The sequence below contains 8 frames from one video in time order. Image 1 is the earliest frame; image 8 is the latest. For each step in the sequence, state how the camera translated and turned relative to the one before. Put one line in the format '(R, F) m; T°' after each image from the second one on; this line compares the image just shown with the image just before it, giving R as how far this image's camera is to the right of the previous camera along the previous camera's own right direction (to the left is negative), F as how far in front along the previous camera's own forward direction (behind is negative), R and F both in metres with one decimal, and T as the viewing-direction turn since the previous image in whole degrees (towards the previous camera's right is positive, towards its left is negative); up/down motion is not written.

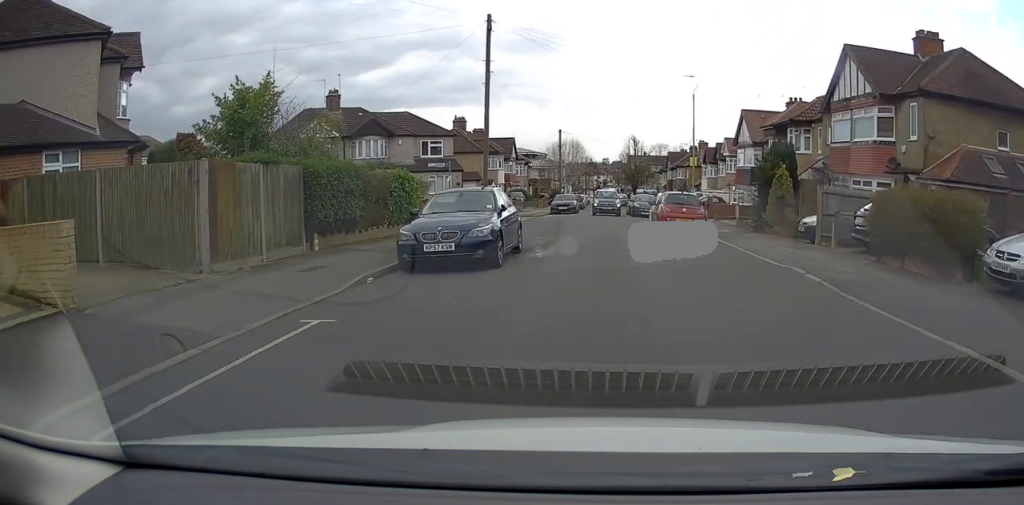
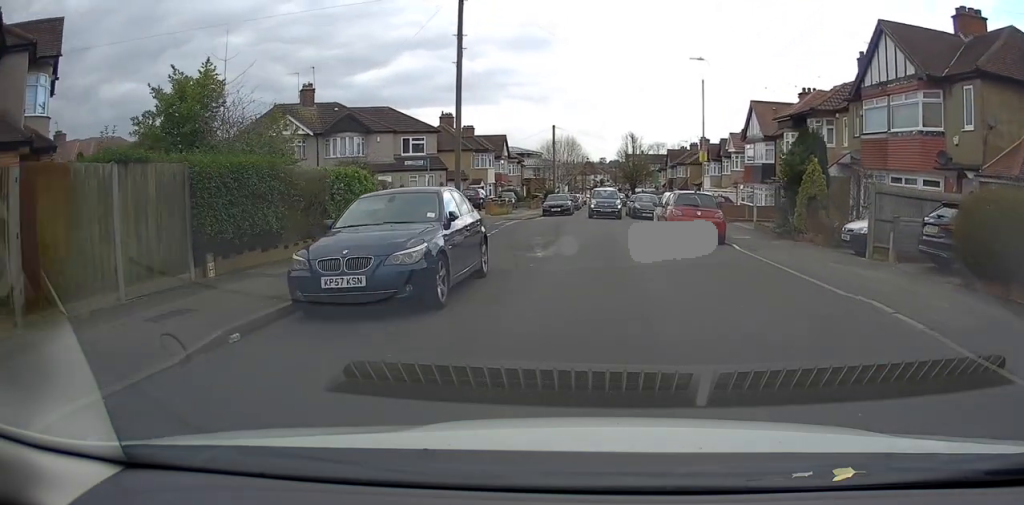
(-0.3, +4.0) m; -5°
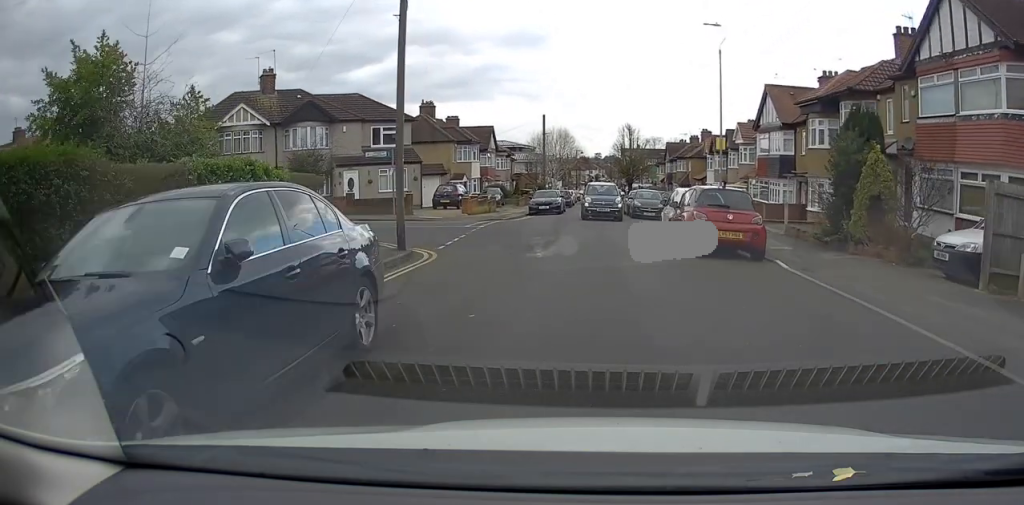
(0.0, +5.3) m; +3°
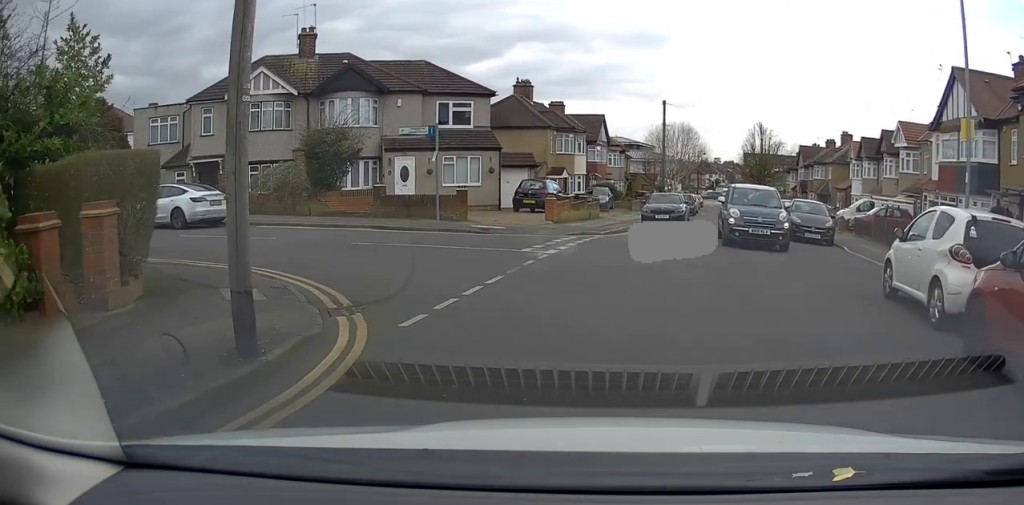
(-0.4, +9.9) m; -9°
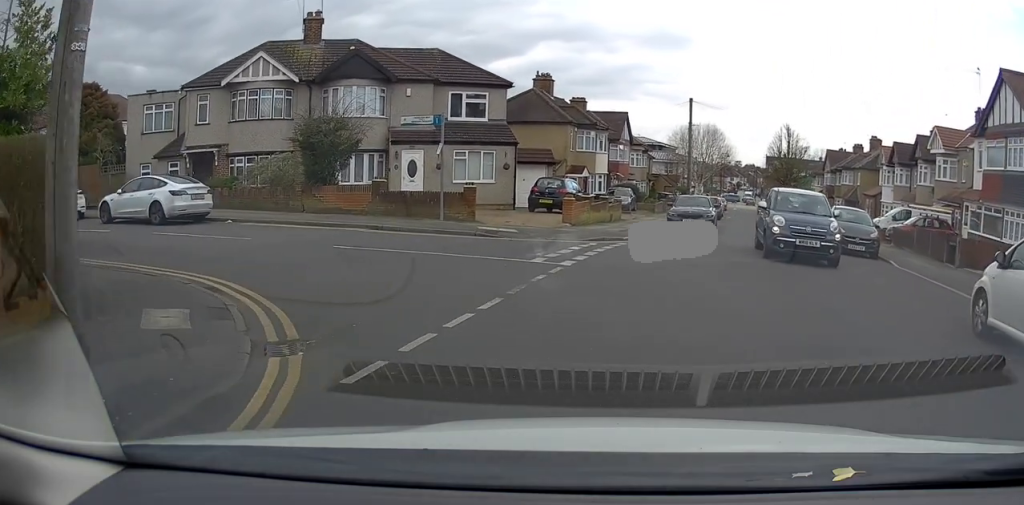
(-0.1, +2.3) m; +1°
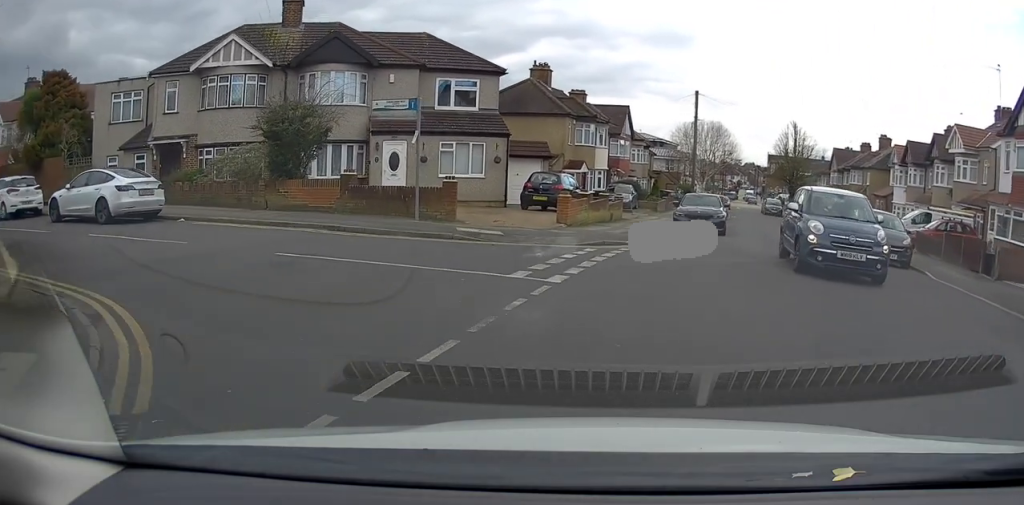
(0.0, +2.3) m; 0°
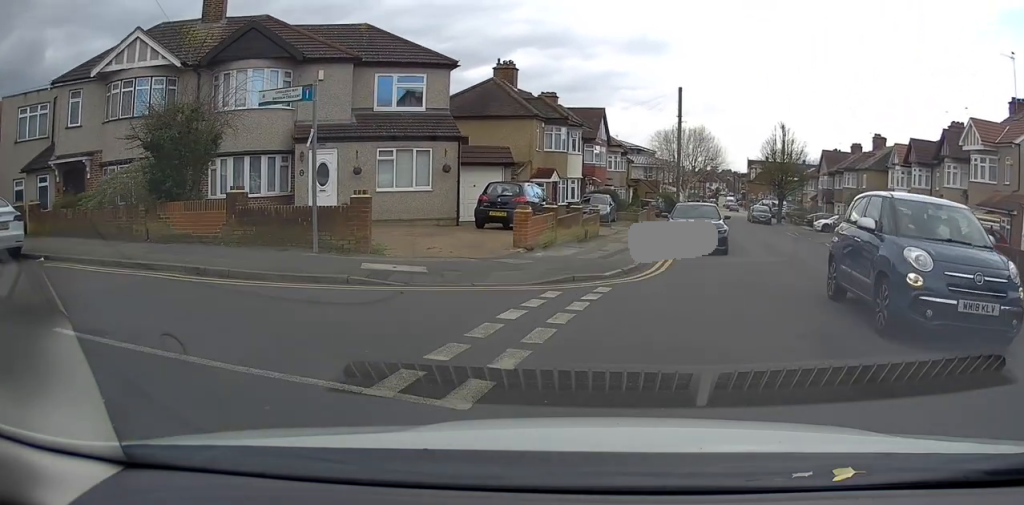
(0.0, +4.3) m; -2°
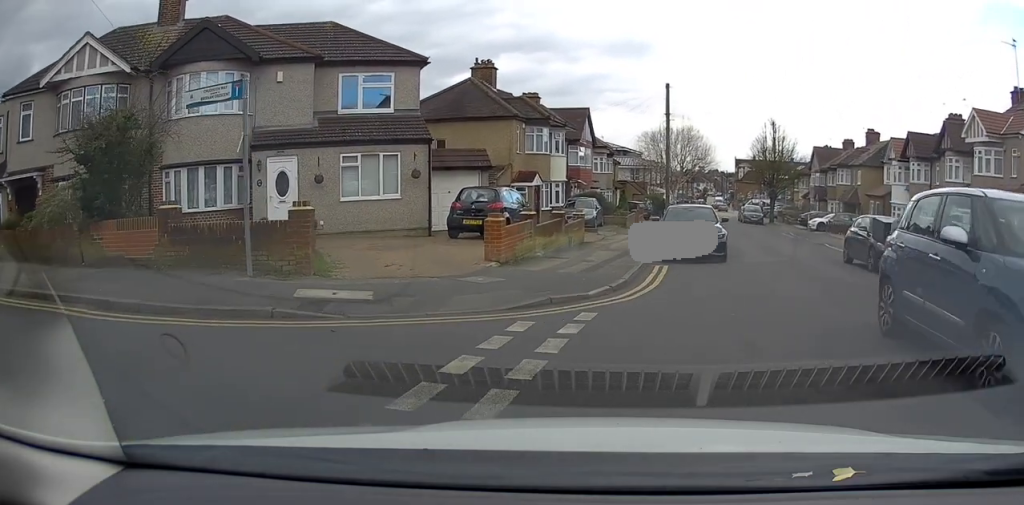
(-0.2, +1.9) m; 0°
